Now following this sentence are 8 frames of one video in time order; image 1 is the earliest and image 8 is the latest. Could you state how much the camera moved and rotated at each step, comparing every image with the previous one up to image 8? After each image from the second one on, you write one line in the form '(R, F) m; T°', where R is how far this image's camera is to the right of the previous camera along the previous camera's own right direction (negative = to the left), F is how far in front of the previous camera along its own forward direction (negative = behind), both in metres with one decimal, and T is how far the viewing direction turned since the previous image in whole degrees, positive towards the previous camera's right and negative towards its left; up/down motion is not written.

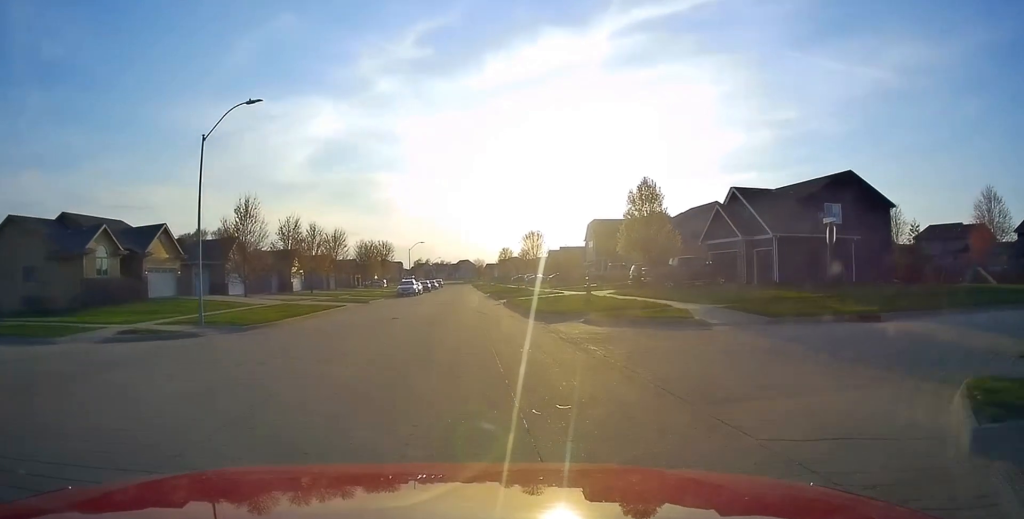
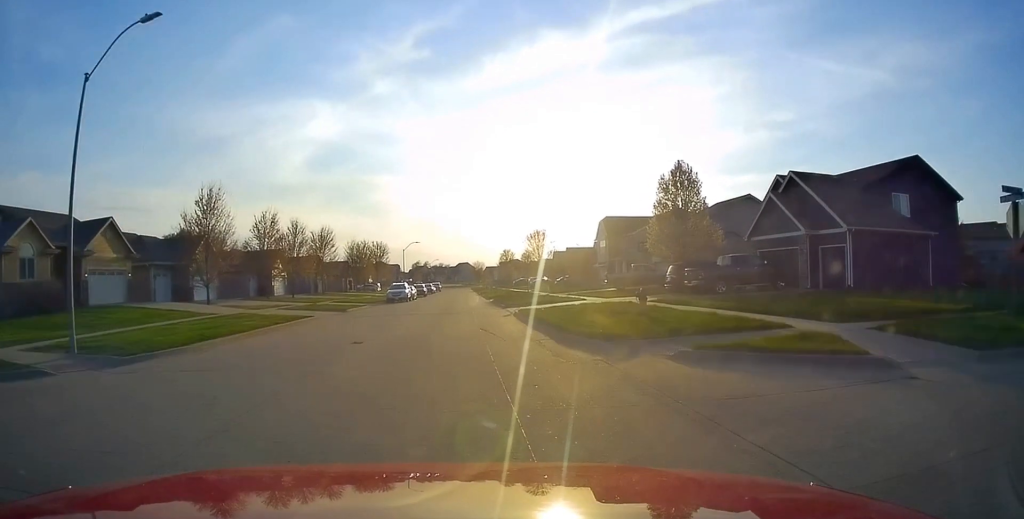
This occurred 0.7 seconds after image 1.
(0.0, +7.9) m; 0°
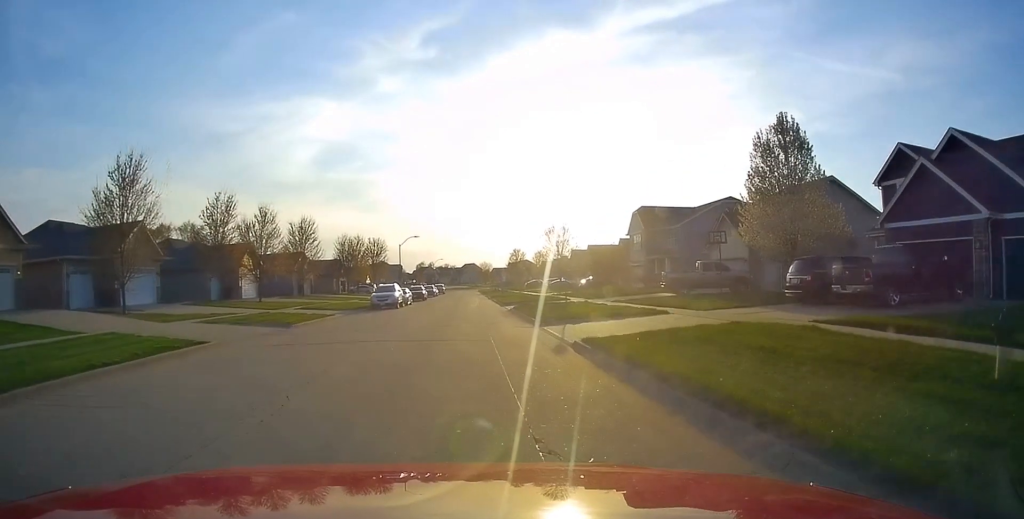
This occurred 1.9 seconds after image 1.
(0.0, +12.7) m; 0°
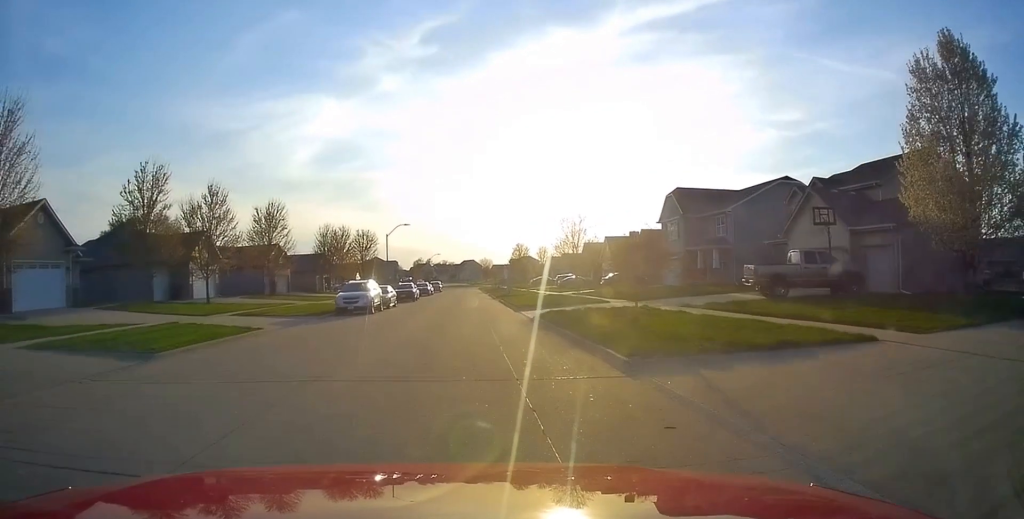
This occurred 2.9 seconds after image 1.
(0.0, +11.2) m; 0°
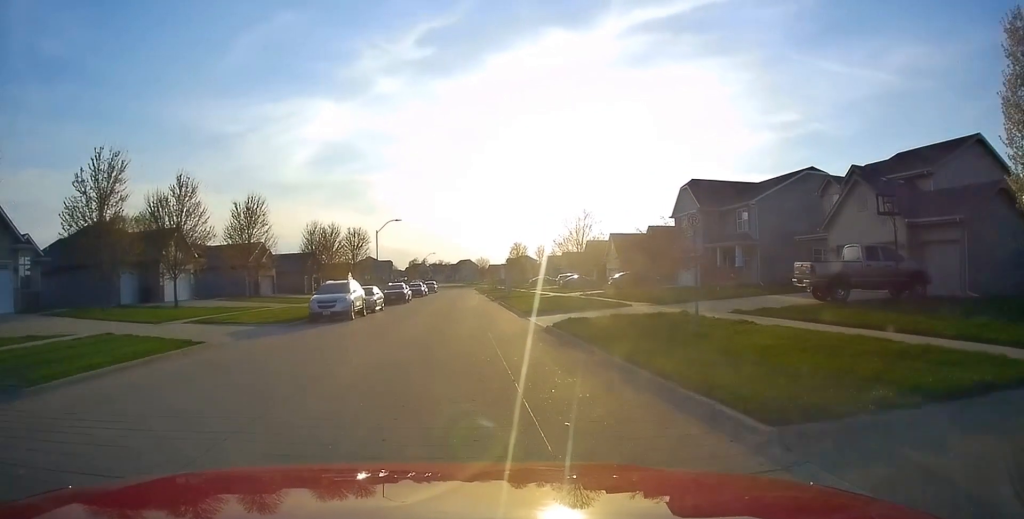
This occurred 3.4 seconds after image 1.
(0.0, +4.7) m; 0°
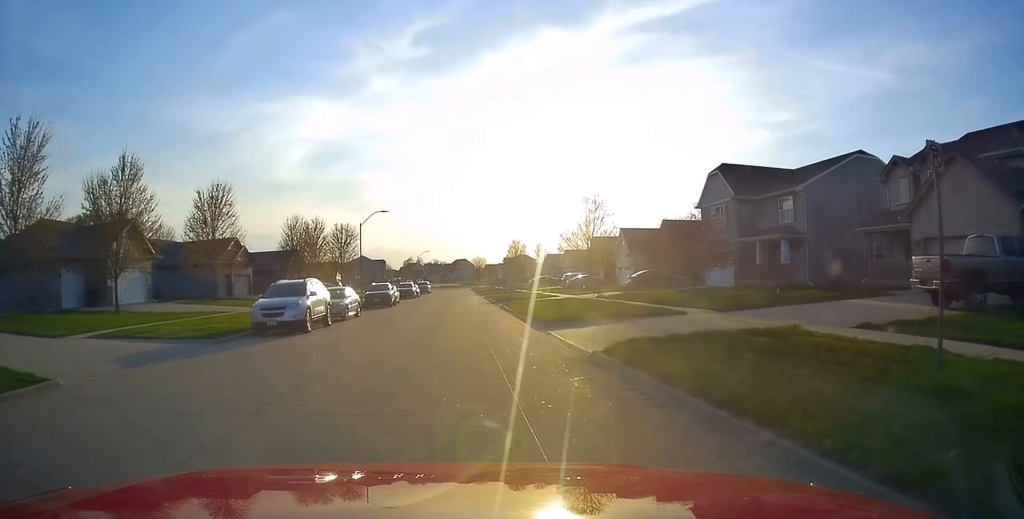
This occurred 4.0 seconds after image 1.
(0.0, +6.8) m; 0°
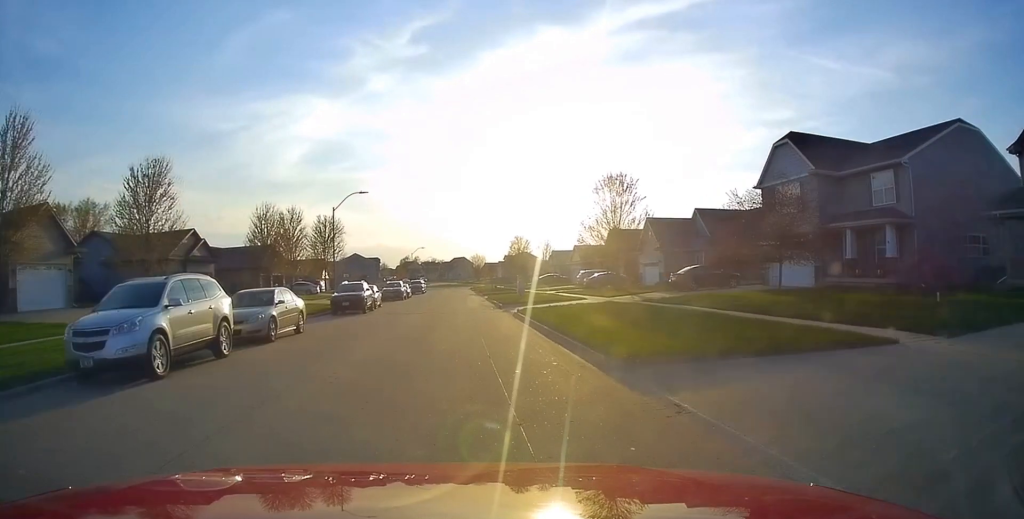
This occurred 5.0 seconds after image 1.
(0.0, +10.1) m; +3°
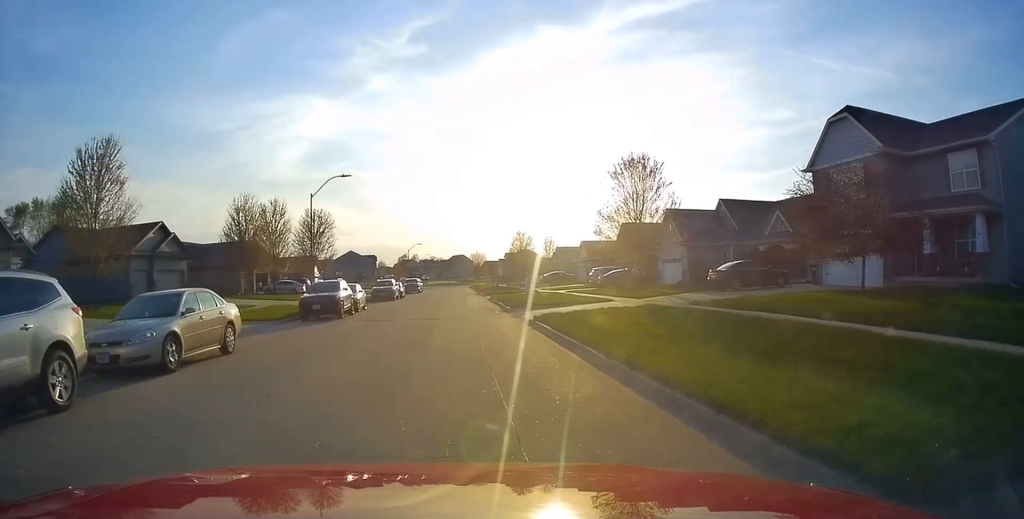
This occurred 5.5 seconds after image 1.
(+0.2, +5.9) m; 0°
